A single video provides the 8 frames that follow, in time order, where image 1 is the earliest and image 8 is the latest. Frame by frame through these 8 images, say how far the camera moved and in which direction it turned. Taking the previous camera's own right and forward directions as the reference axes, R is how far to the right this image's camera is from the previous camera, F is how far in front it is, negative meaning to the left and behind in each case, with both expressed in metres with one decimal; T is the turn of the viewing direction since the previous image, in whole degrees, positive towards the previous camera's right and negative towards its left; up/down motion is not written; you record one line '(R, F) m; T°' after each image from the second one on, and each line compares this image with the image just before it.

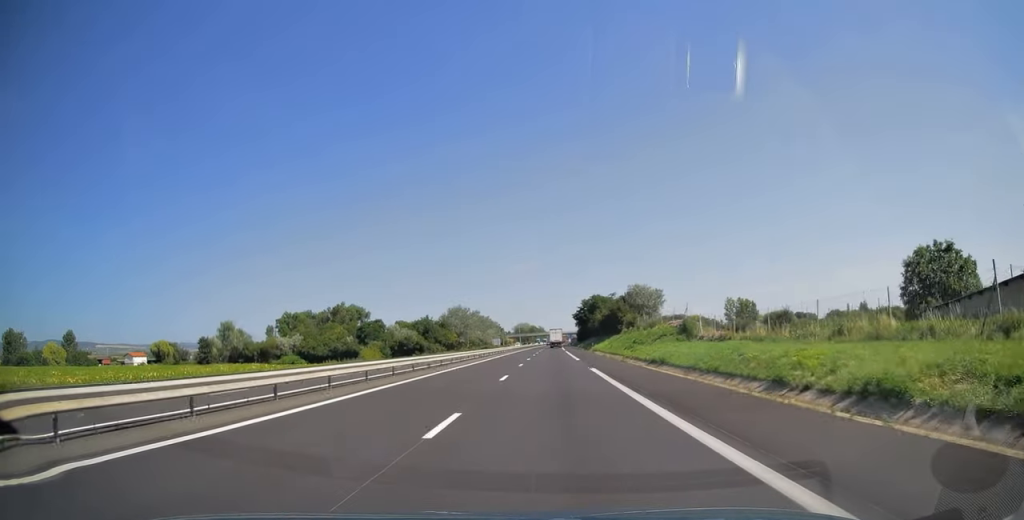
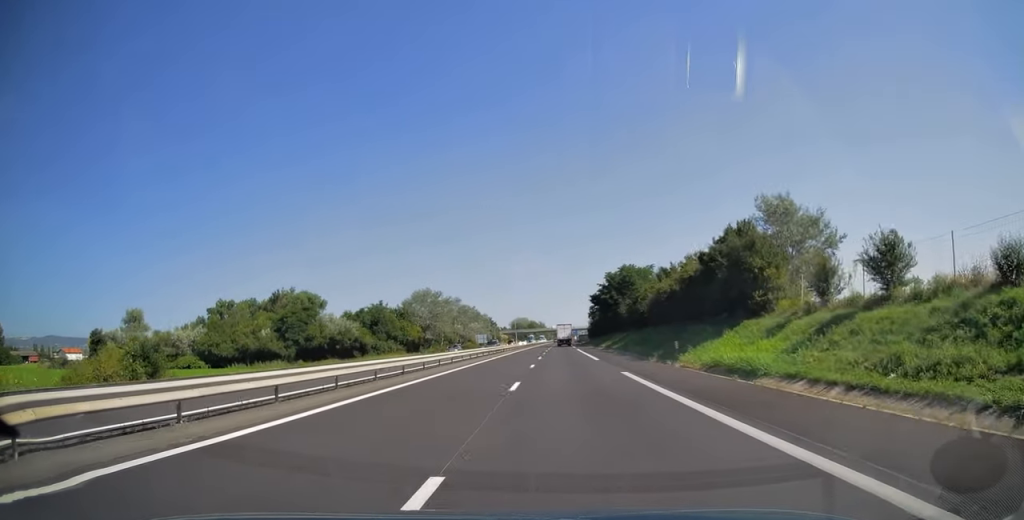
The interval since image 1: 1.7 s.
(0.0, +57.2) m; 0°
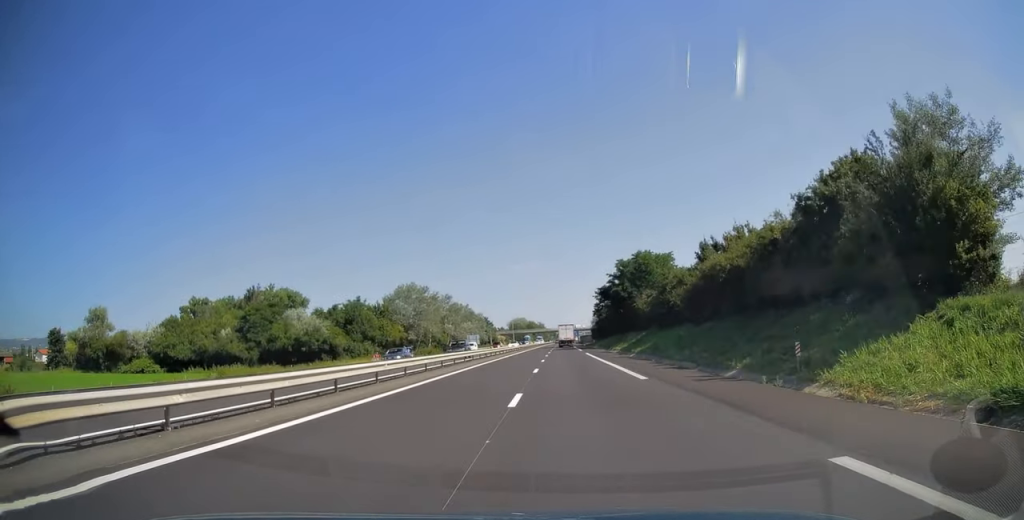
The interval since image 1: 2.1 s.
(0.0, +16.7) m; 0°
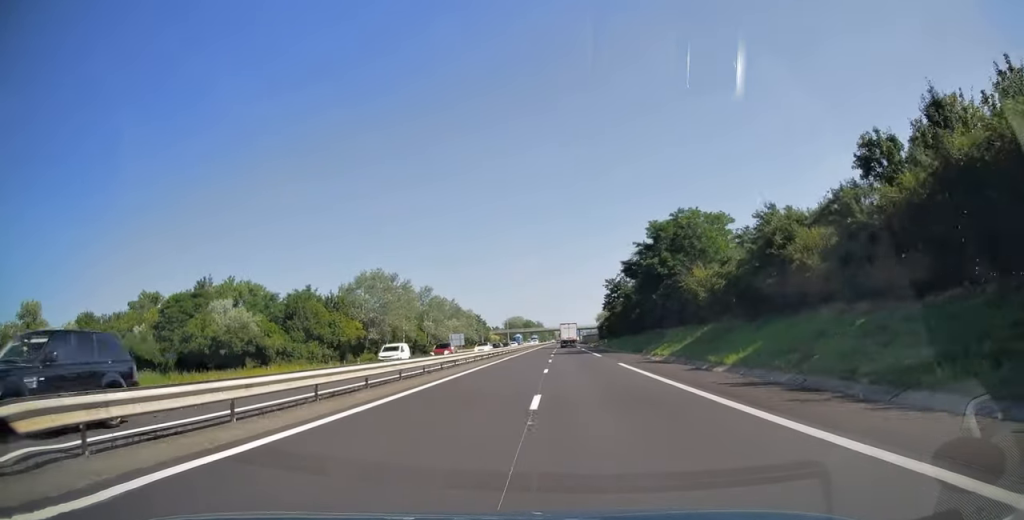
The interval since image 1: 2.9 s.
(0.0, +26.5) m; 0°
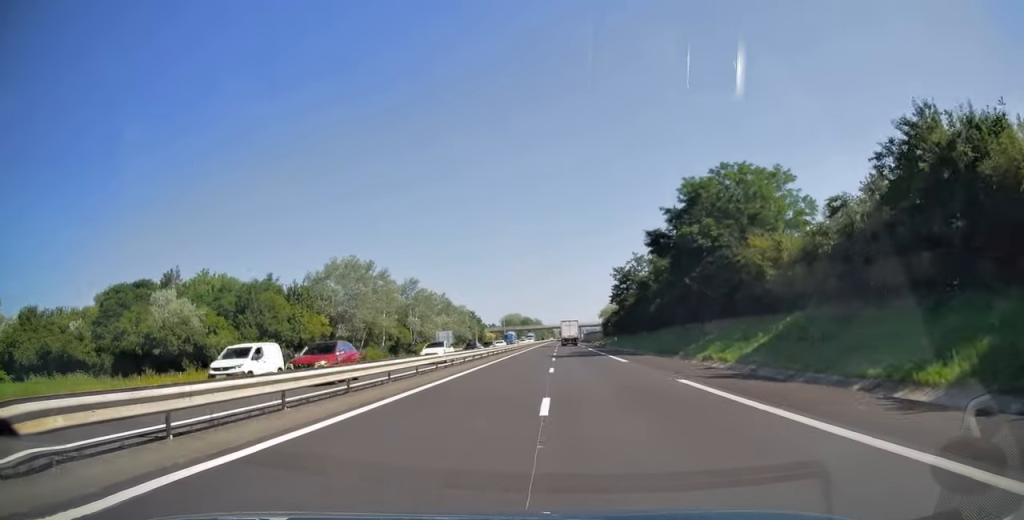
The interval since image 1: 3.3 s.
(0.0, +14.4) m; 0°
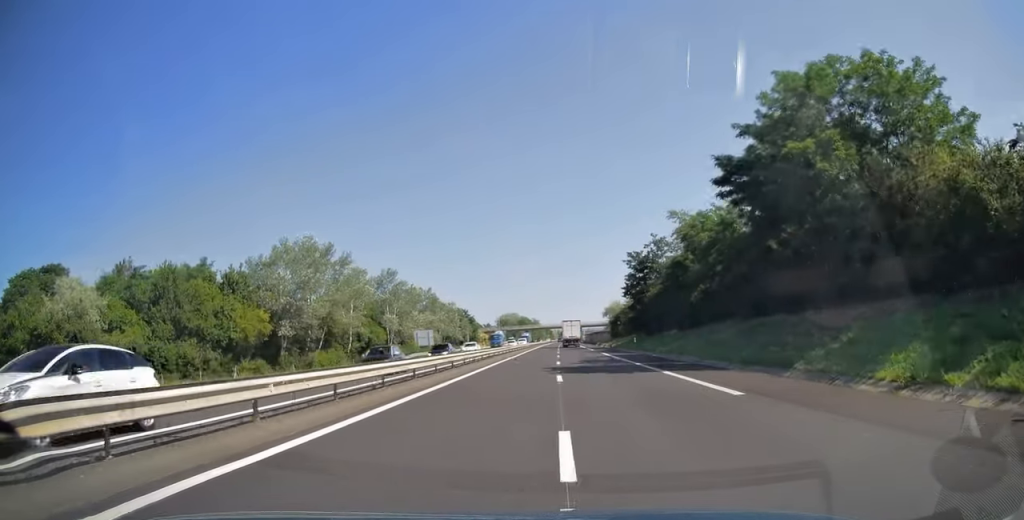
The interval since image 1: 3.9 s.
(0.0, +17.9) m; 0°
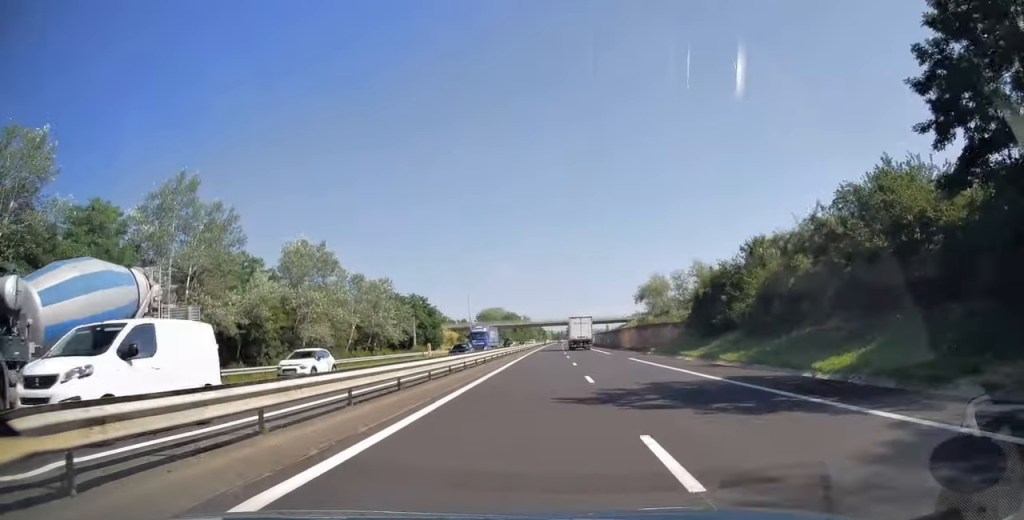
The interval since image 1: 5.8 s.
(+0.4, +66.0) m; +1°
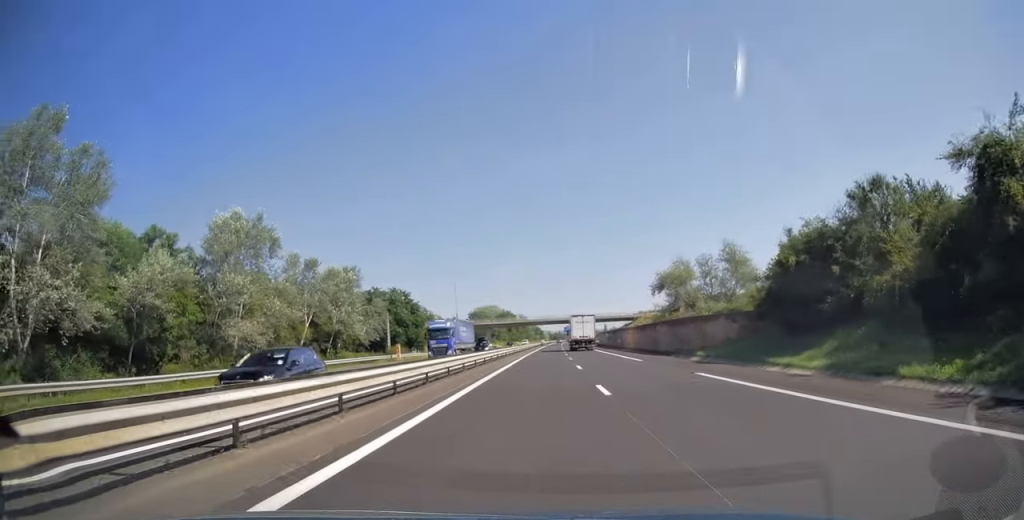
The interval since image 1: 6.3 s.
(0.0, +17.1) m; 0°
